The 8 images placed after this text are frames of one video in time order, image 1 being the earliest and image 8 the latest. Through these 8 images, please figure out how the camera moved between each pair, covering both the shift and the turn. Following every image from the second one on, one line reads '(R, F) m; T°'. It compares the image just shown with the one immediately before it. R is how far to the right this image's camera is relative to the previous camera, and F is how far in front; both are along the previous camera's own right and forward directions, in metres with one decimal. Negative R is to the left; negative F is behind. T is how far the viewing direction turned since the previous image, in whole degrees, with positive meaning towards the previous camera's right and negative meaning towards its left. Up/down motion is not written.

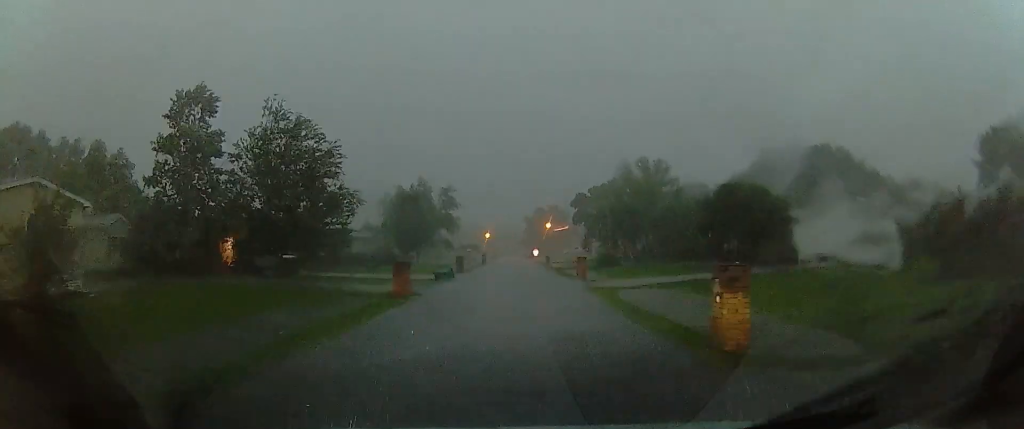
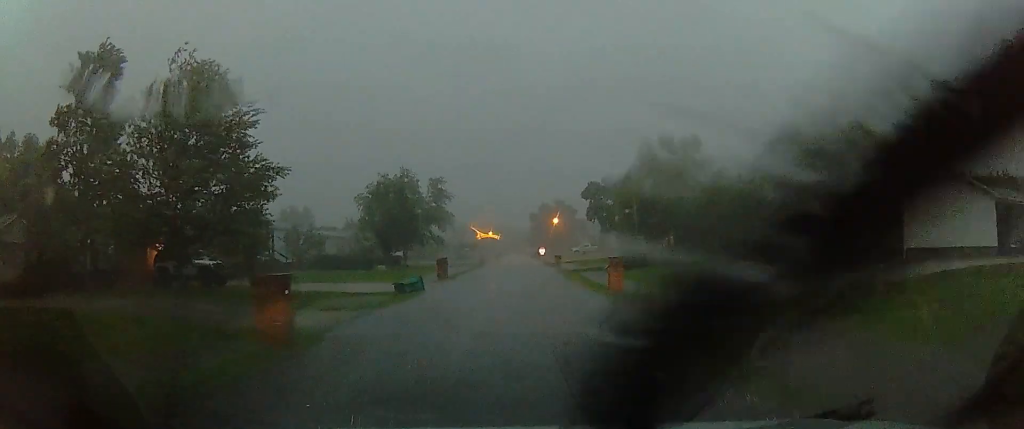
(+0.6, +10.7) m; -2°
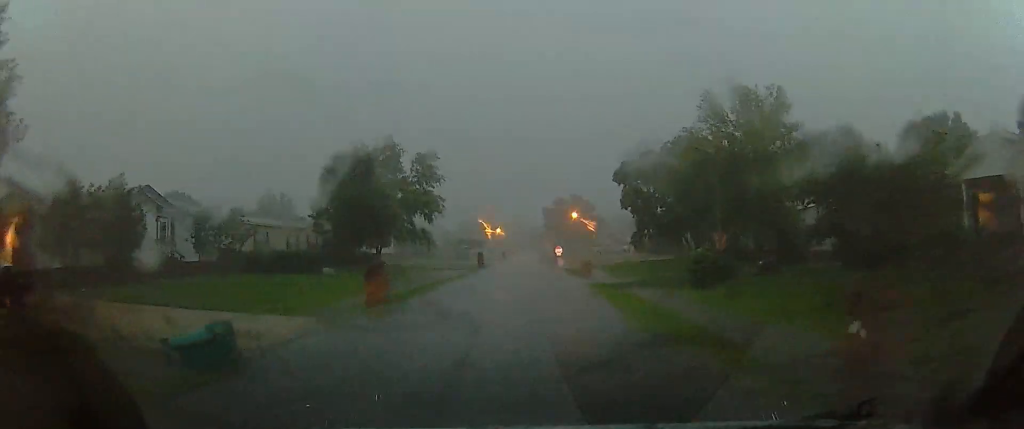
(-1.5, +15.8) m; -6°
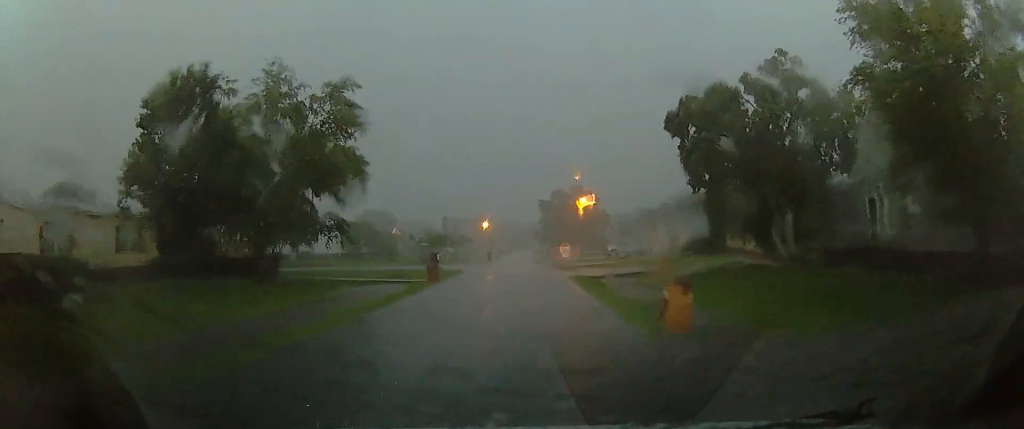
(-0.1, +21.8) m; 0°
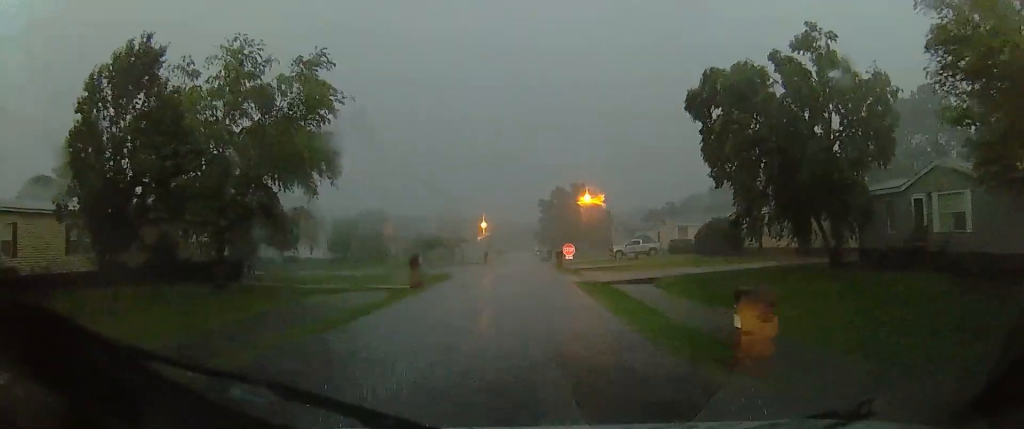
(0.0, +4.1) m; 0°
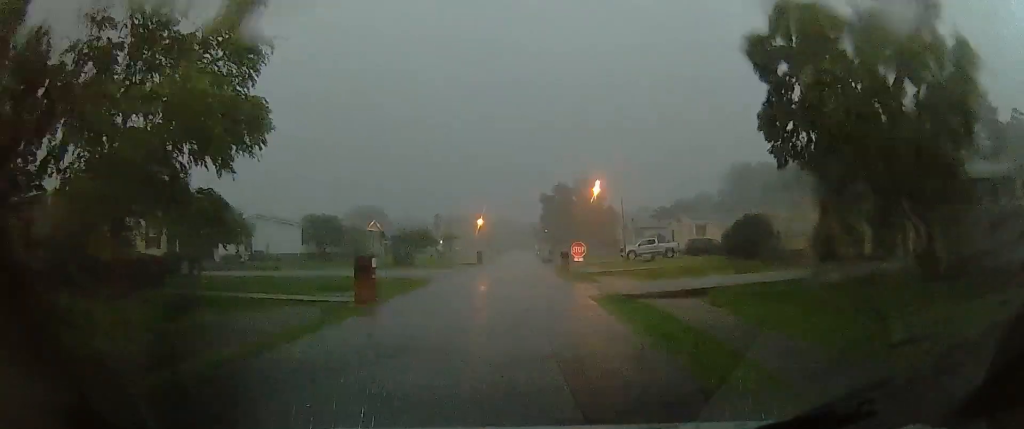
(0.0, +7.6) m; 0°
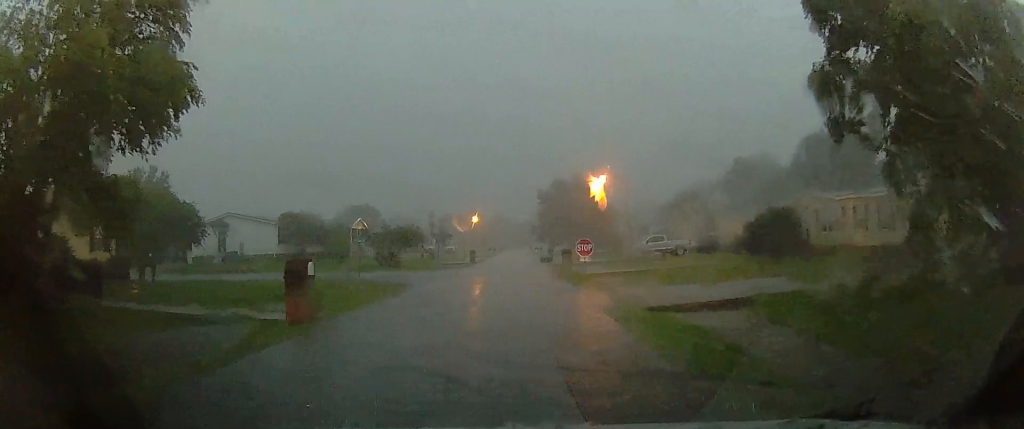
(0.0, +4.7) m; 0°
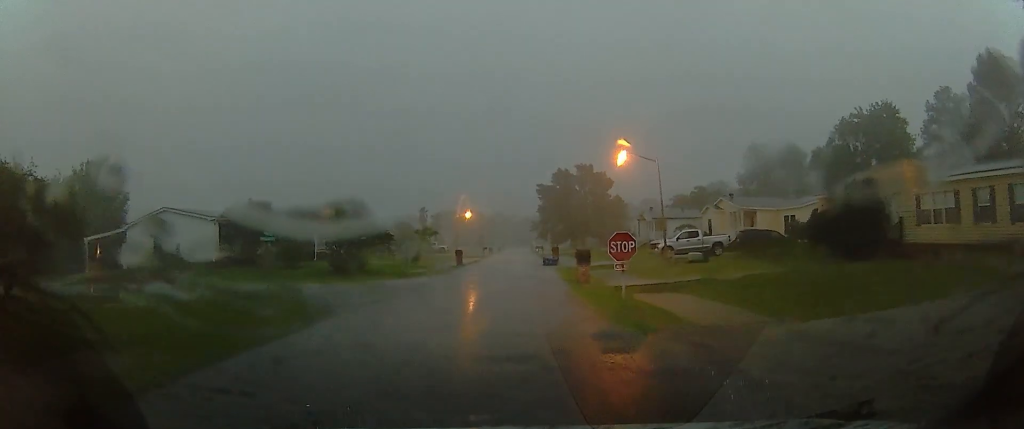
(0.0, +10.9) m; 0°
